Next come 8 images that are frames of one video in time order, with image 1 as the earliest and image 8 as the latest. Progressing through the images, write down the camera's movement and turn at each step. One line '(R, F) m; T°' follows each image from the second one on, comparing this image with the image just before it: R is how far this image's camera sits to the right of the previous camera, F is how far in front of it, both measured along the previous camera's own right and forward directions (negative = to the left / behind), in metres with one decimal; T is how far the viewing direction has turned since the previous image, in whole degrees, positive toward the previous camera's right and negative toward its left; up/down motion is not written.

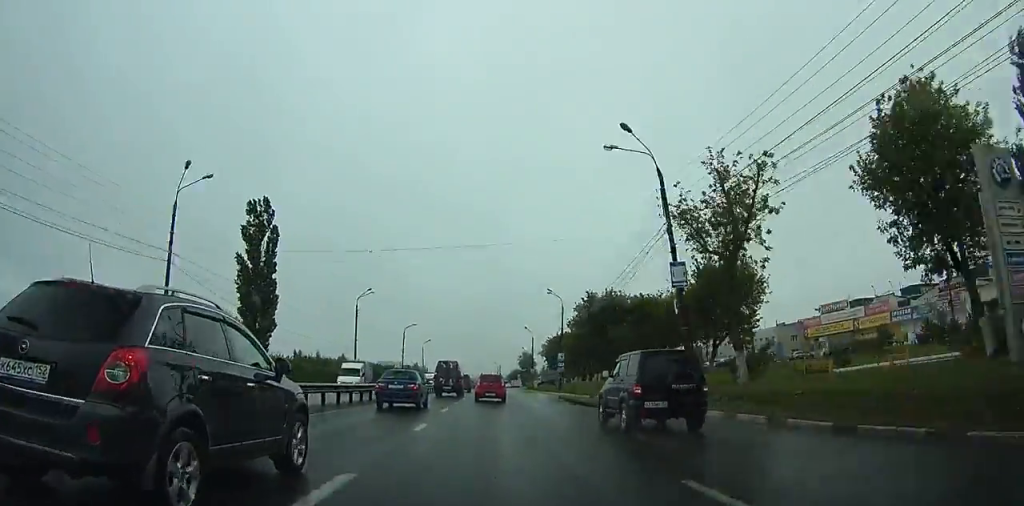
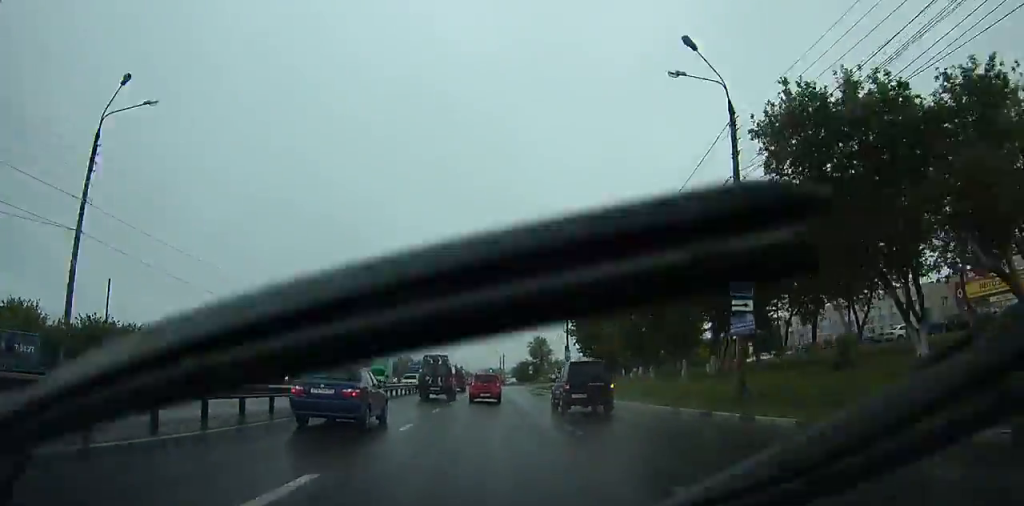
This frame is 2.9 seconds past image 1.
(+0.2, +46.4) m; 0°
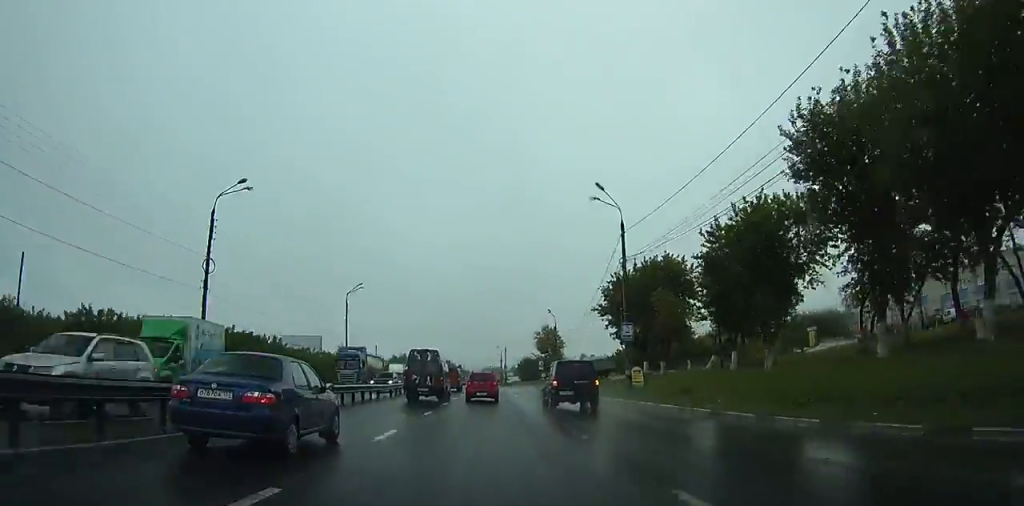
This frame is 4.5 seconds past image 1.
(0.0, +25.1) m; 0°
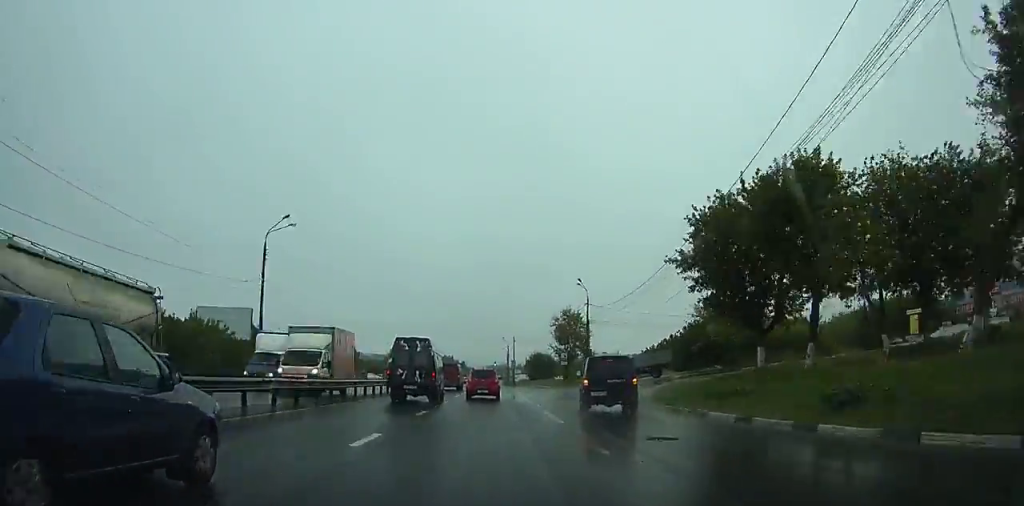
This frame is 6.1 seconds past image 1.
(-0.1, +26.2) m; 0°
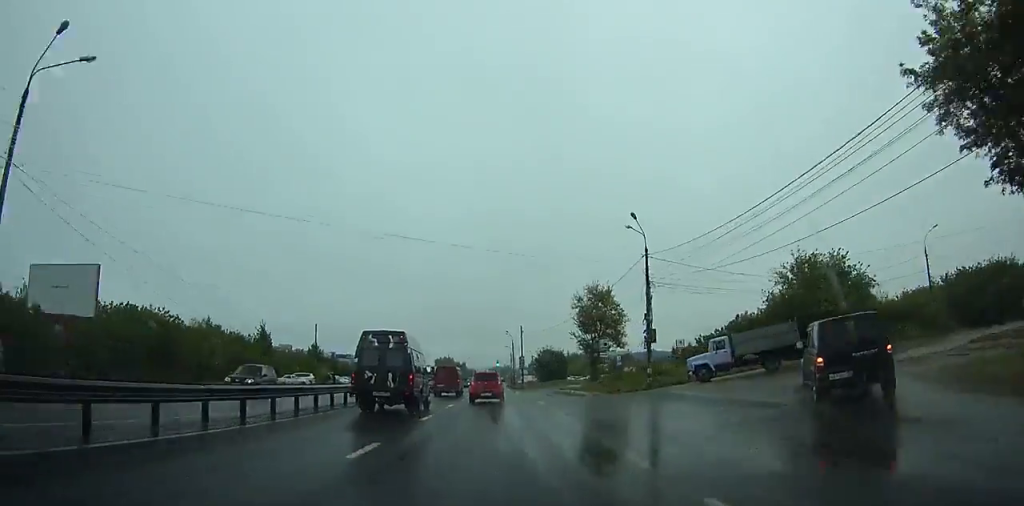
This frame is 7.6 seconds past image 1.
(-0.1, +25.0) m; 0°
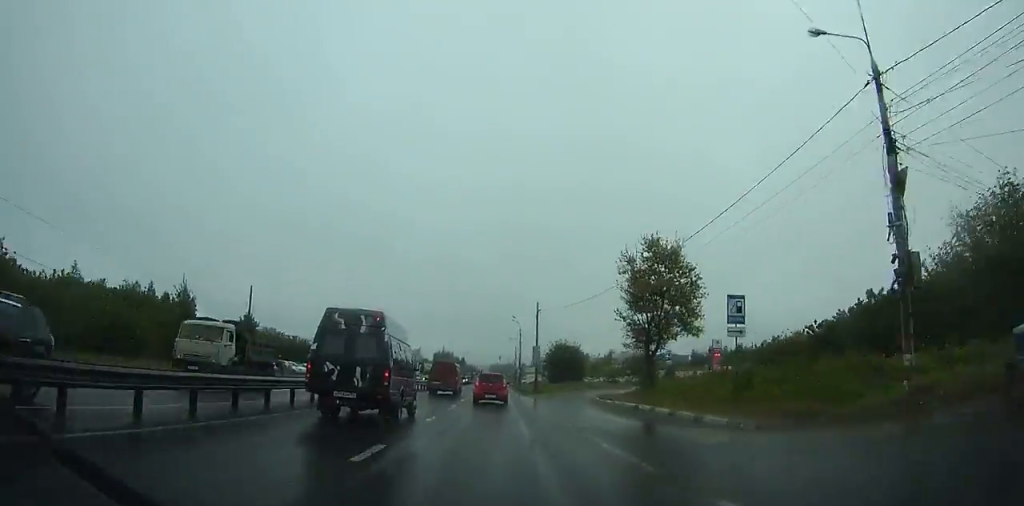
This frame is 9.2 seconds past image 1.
(+0.1, +25.6) m; 0°
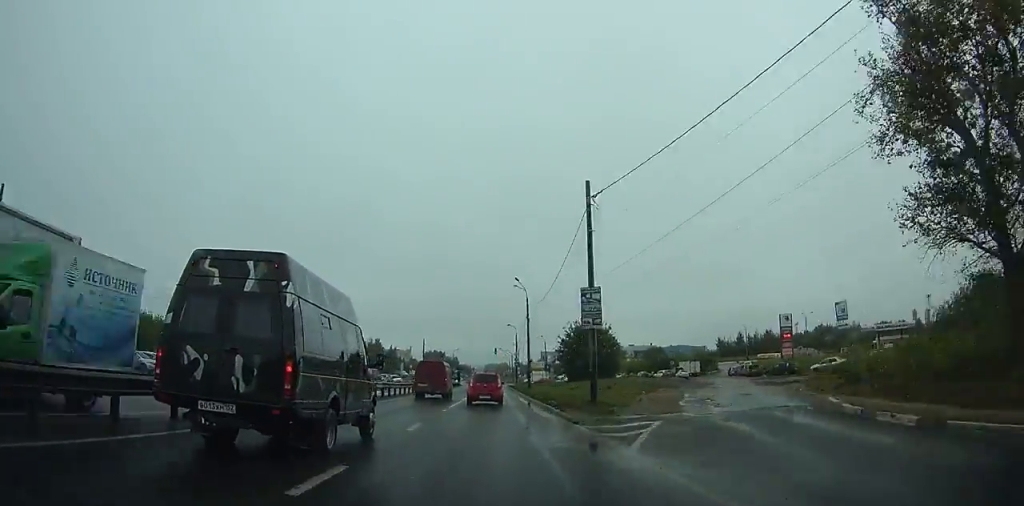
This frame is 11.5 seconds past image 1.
(-0.3, +35.3) m; 0°
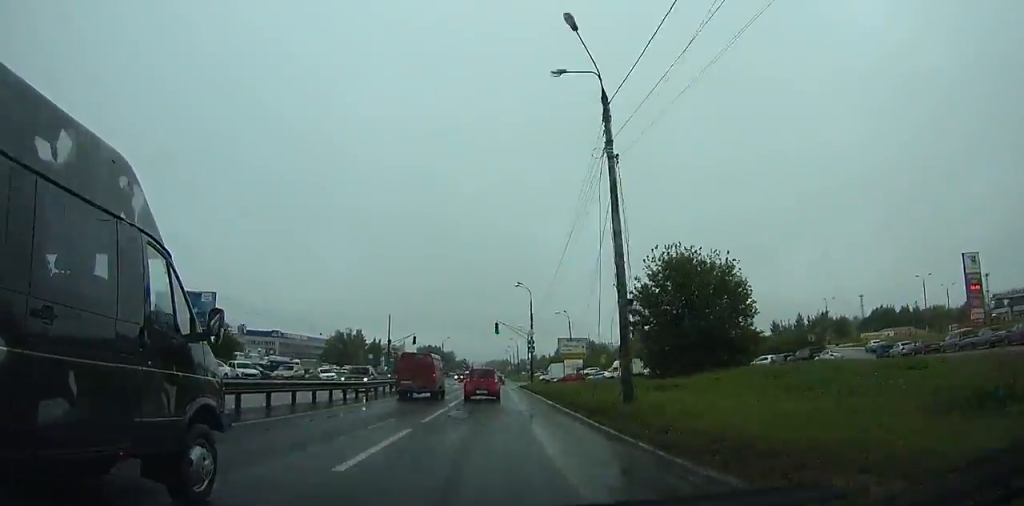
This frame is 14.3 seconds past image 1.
(+0.1, +43.4) m; 0°
